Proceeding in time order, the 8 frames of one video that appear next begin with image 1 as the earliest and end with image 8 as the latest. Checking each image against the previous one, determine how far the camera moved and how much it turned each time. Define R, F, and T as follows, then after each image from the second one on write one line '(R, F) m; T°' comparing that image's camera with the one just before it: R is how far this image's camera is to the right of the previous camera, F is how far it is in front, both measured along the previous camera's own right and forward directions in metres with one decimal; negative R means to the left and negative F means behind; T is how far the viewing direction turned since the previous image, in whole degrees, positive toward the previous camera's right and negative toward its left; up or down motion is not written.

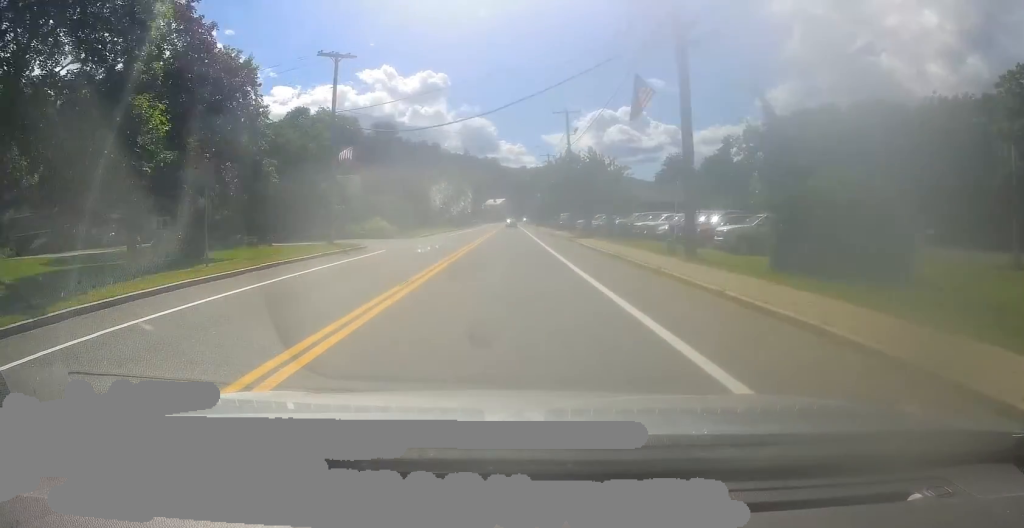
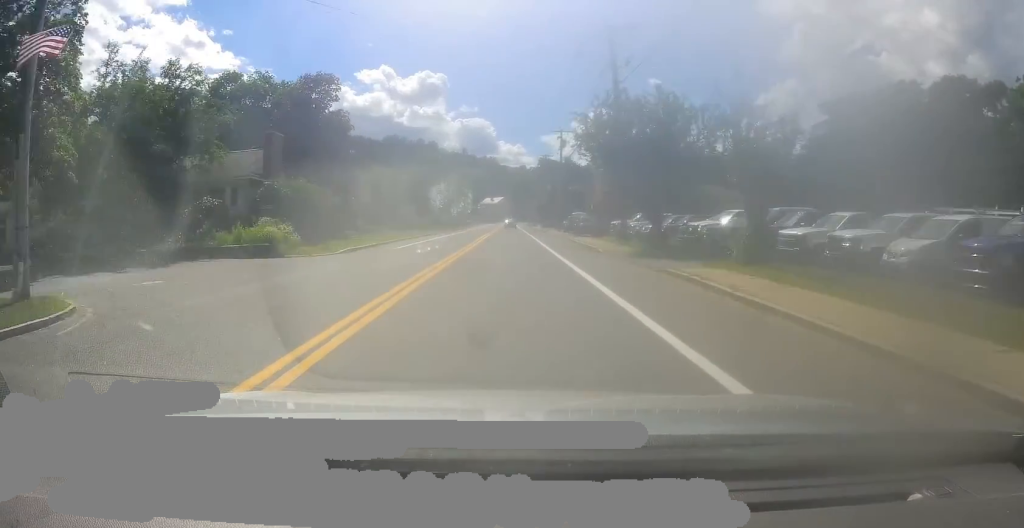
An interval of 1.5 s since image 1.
(-1.2, +25.1) m; -2°
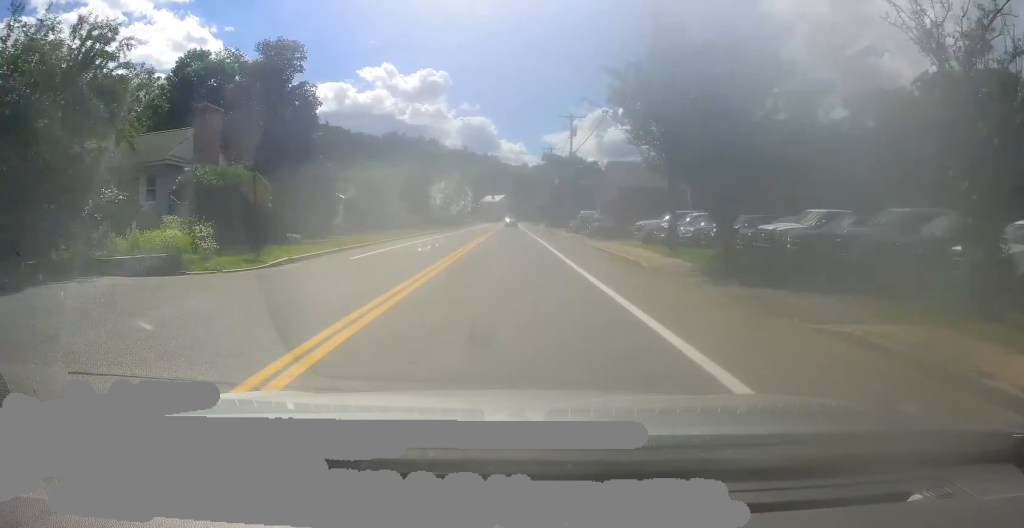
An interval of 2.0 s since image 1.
(0.0, +9.1) m; 0°
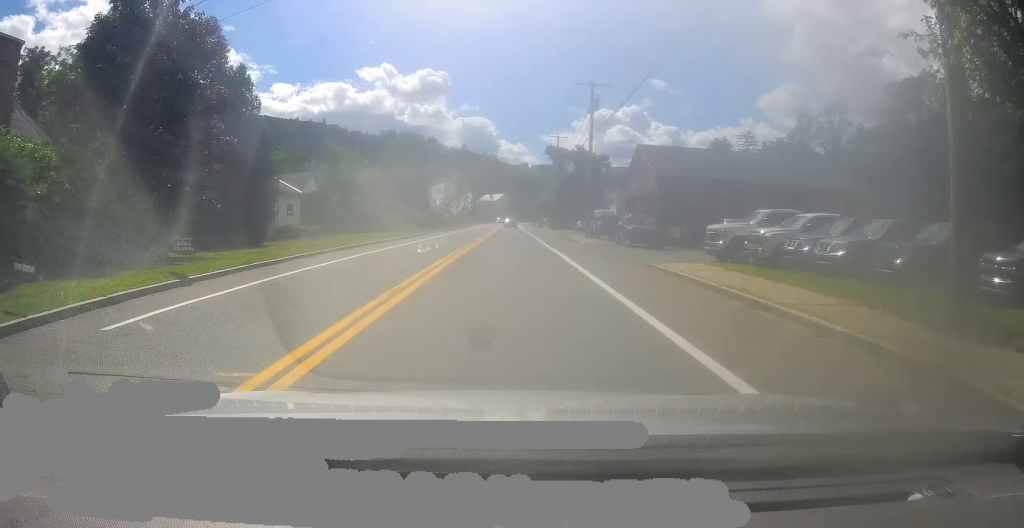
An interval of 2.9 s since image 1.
(-0.1, +15.1) m; 0°
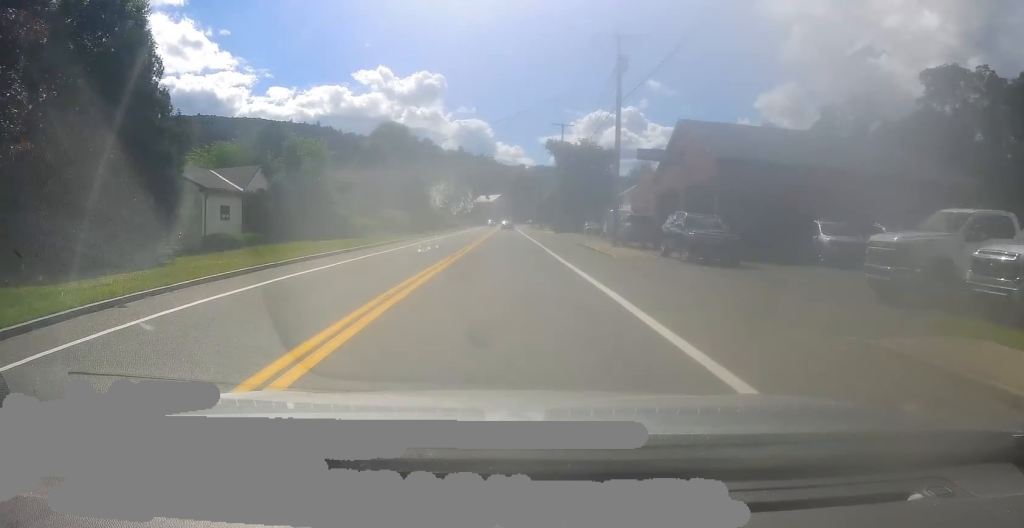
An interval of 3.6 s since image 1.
(+0.1, +11.5) m; 0°
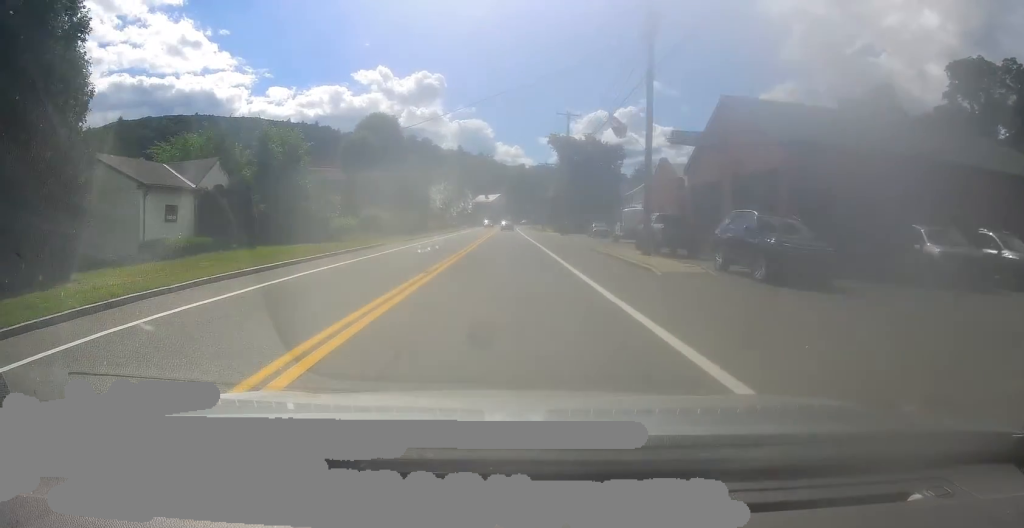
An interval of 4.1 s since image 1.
(0.0, +7.6) m; +1°
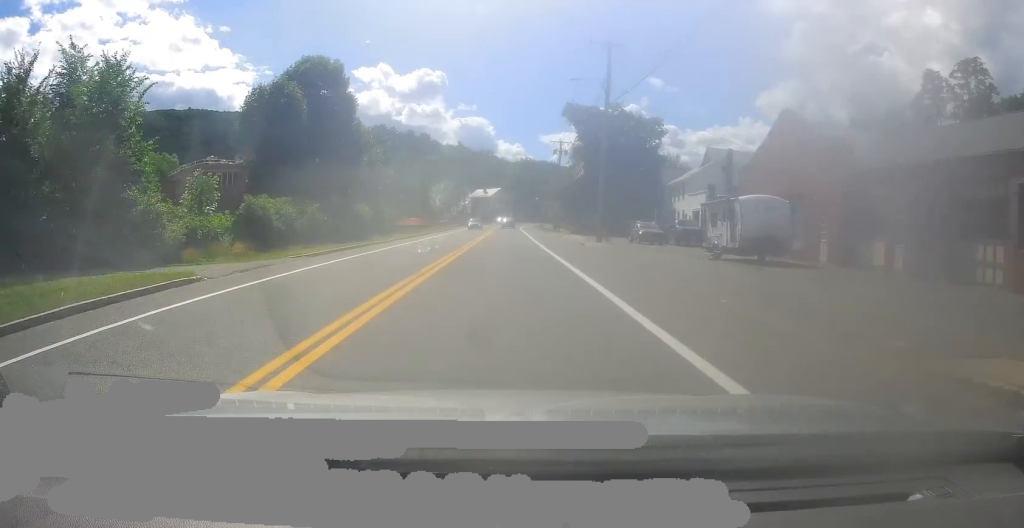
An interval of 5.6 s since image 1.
(+0.9, +24.6) m; +3°
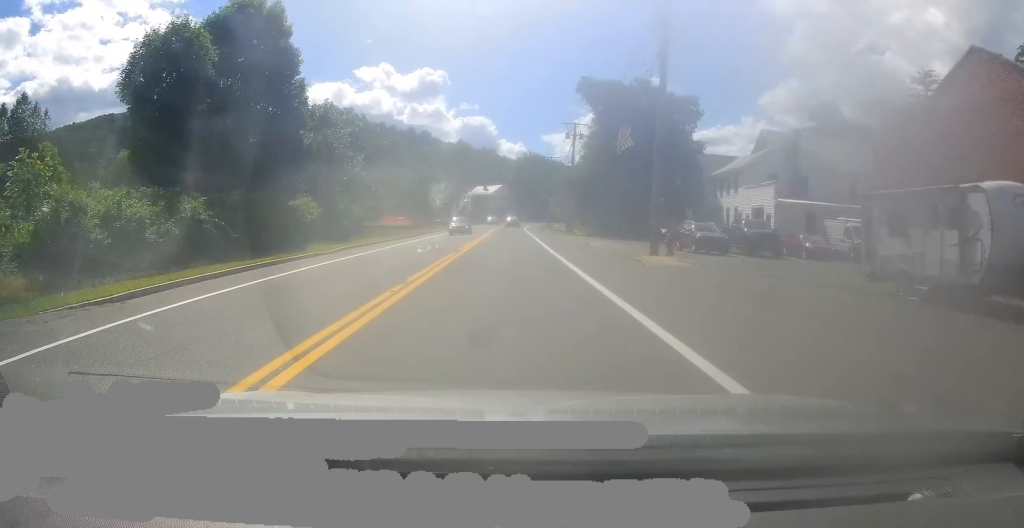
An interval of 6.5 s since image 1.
(-0.1, +13.8) m; -4°
